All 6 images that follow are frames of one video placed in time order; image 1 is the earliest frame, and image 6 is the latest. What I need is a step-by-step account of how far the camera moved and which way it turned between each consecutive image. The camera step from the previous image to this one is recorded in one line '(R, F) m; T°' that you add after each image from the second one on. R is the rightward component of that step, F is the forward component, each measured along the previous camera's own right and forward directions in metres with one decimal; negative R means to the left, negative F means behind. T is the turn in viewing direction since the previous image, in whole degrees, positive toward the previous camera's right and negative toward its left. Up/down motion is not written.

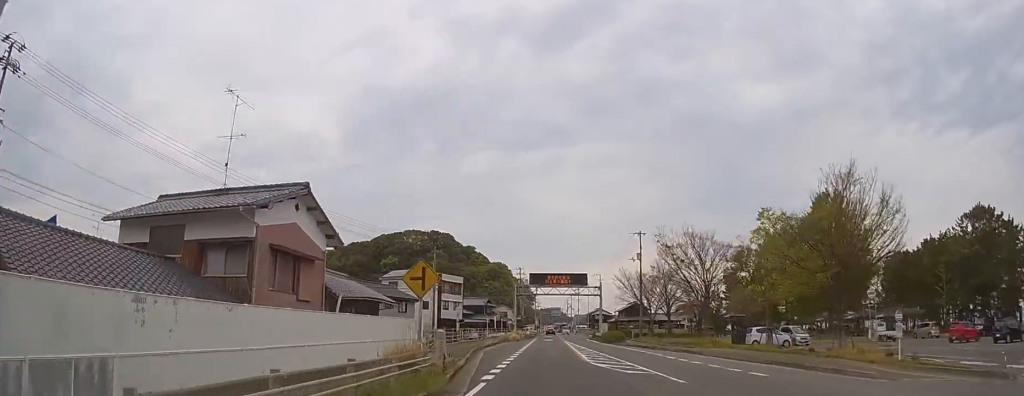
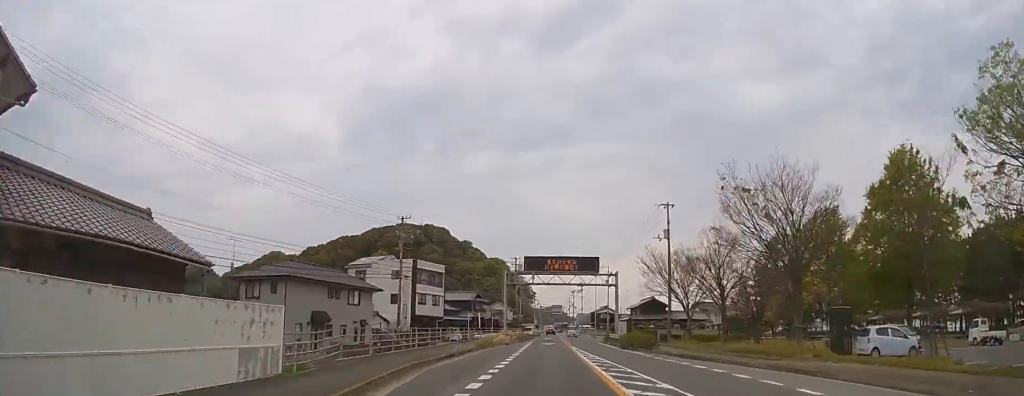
(0.0, +14.3) m; 0°
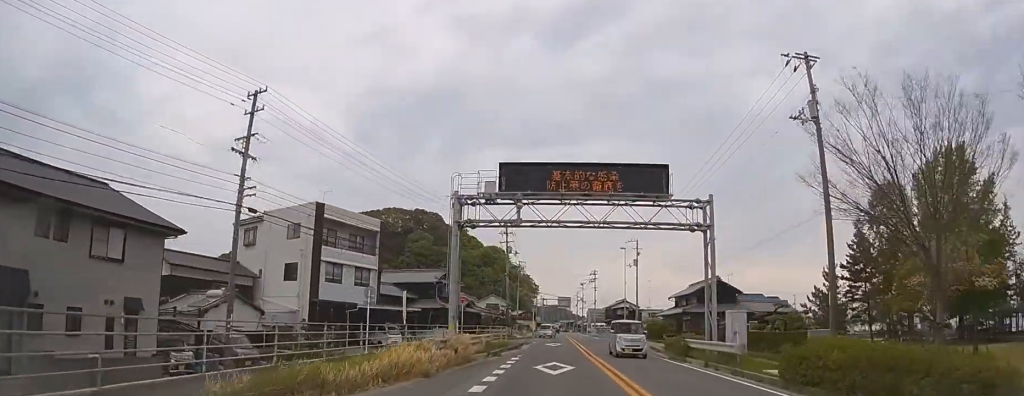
(-0.1, +27.6) m; 0°
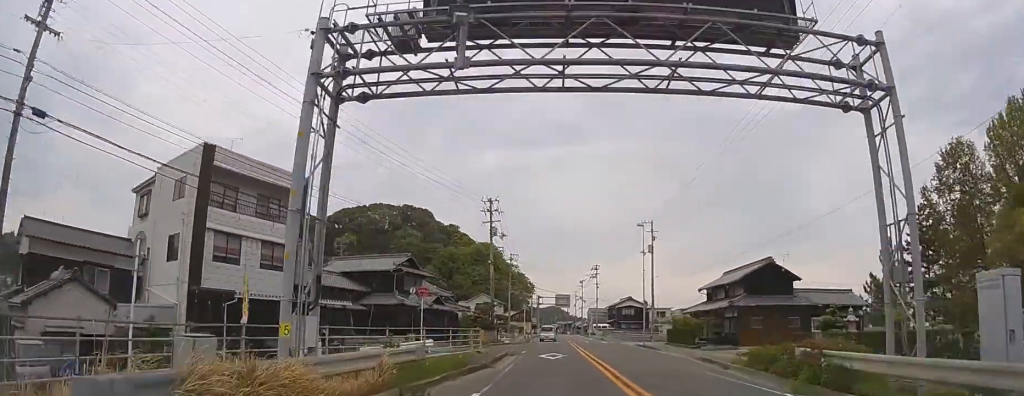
(0.0, +12.6) m; -1°
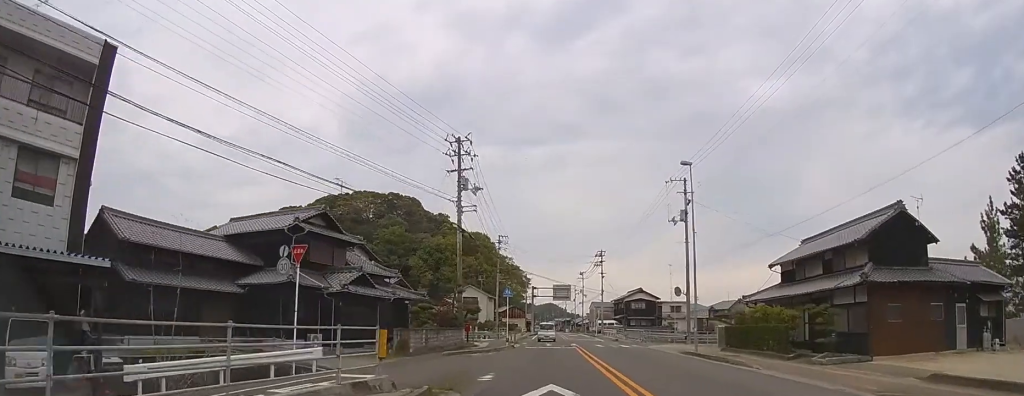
(-0.1, +16.0) m; 0°
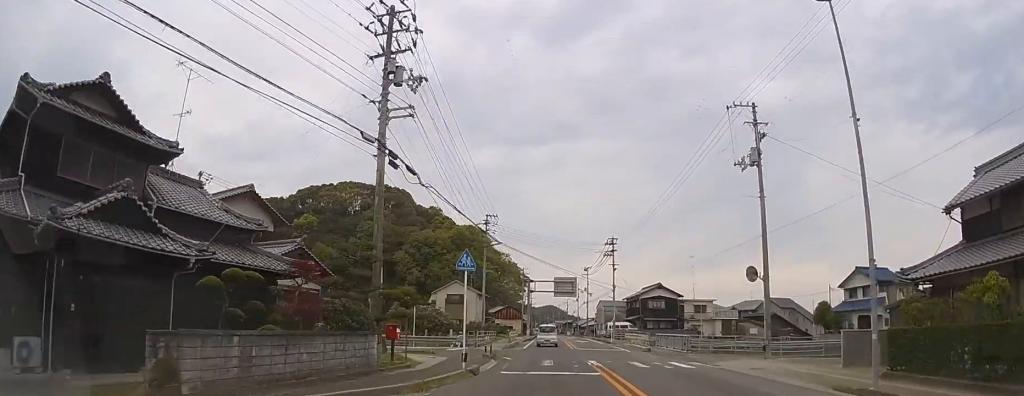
(+0.2, +16.0) m; +1°
